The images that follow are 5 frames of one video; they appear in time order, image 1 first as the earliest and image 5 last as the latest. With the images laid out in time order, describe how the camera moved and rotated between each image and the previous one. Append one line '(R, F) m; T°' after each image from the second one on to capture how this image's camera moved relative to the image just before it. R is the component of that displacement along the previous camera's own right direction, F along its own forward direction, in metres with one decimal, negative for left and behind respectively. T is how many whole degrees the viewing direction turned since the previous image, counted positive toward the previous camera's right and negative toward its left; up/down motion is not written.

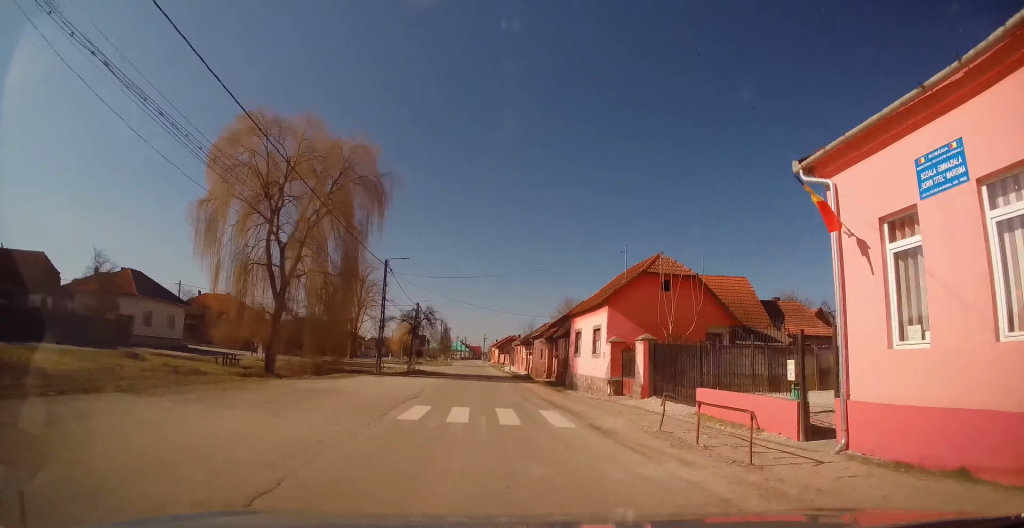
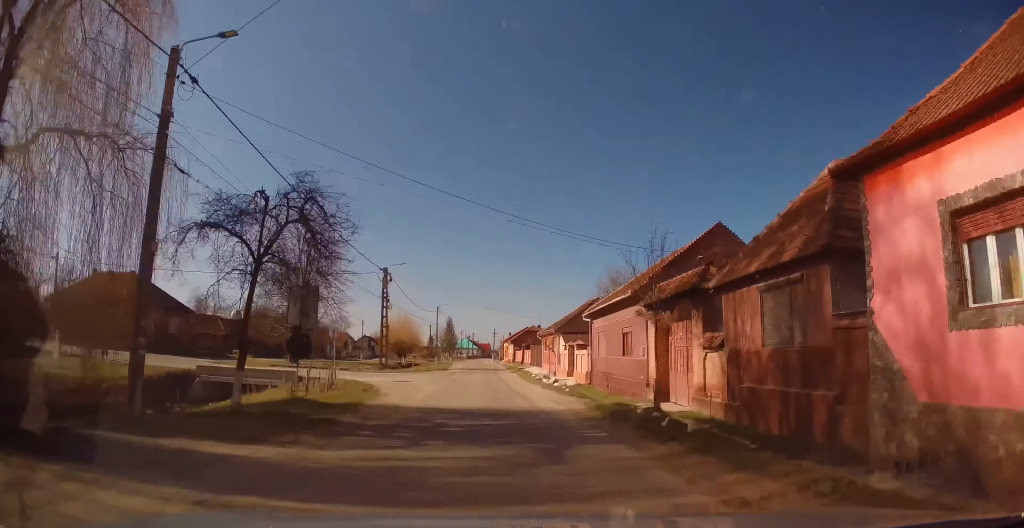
(-0.6, +27.1) m; -3°
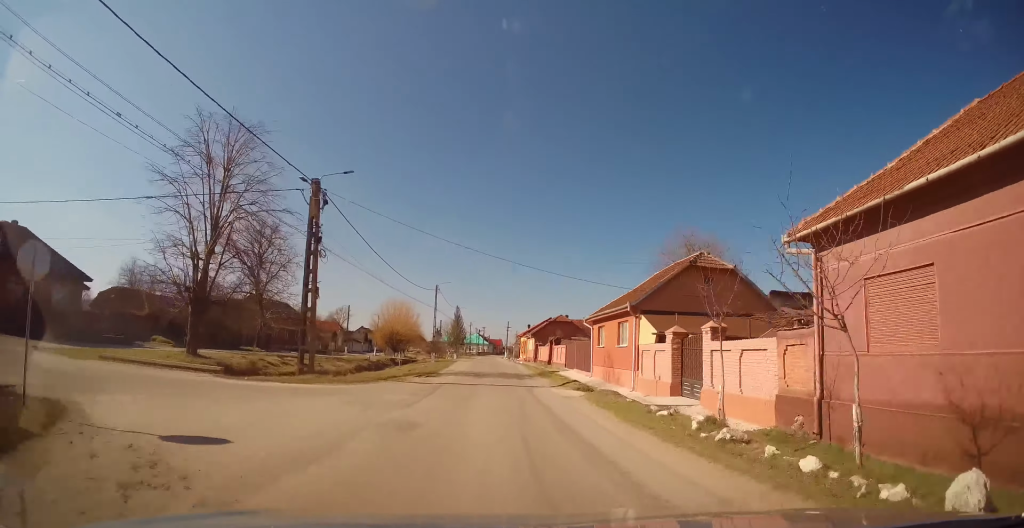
(-0.1, +21.1) m; +1°
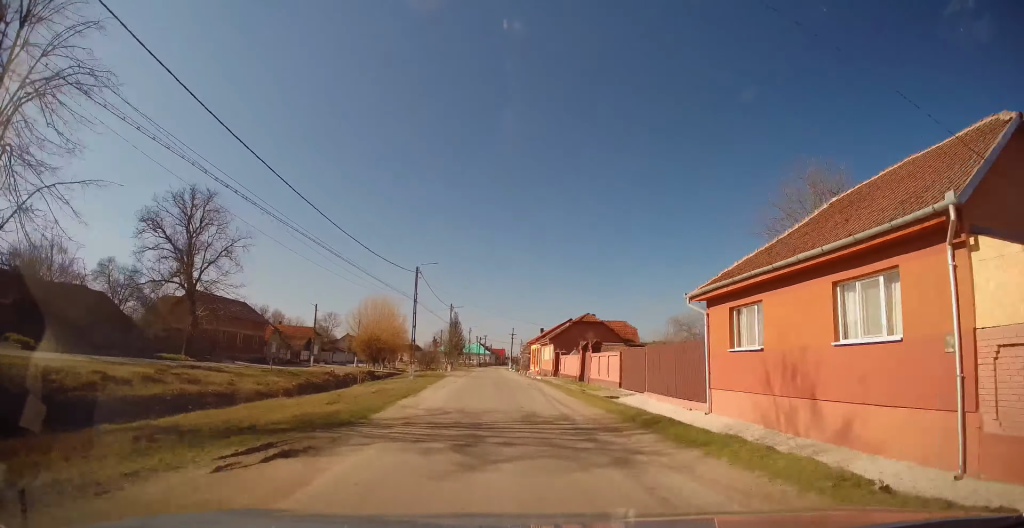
(+0.3, +17.8) m; 0°
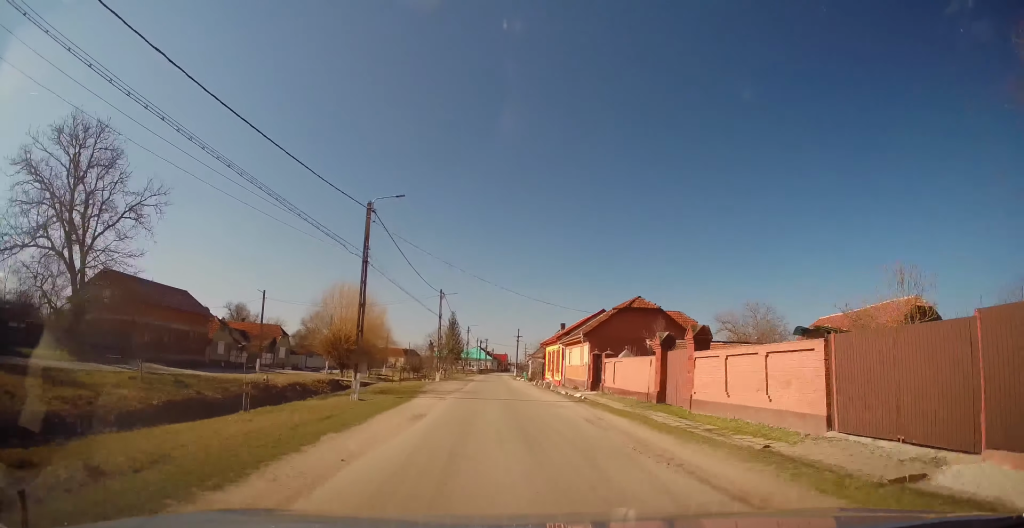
(-0.4, +16.4) m; -2°
